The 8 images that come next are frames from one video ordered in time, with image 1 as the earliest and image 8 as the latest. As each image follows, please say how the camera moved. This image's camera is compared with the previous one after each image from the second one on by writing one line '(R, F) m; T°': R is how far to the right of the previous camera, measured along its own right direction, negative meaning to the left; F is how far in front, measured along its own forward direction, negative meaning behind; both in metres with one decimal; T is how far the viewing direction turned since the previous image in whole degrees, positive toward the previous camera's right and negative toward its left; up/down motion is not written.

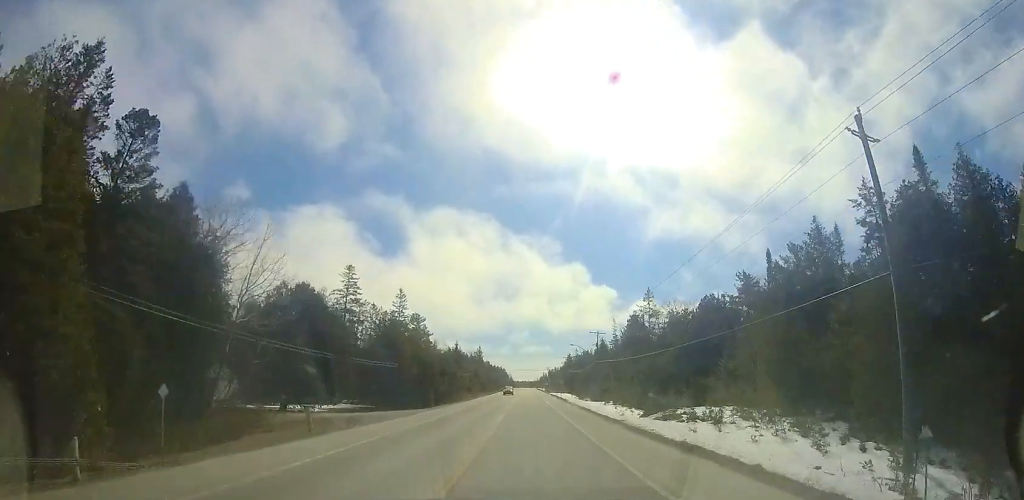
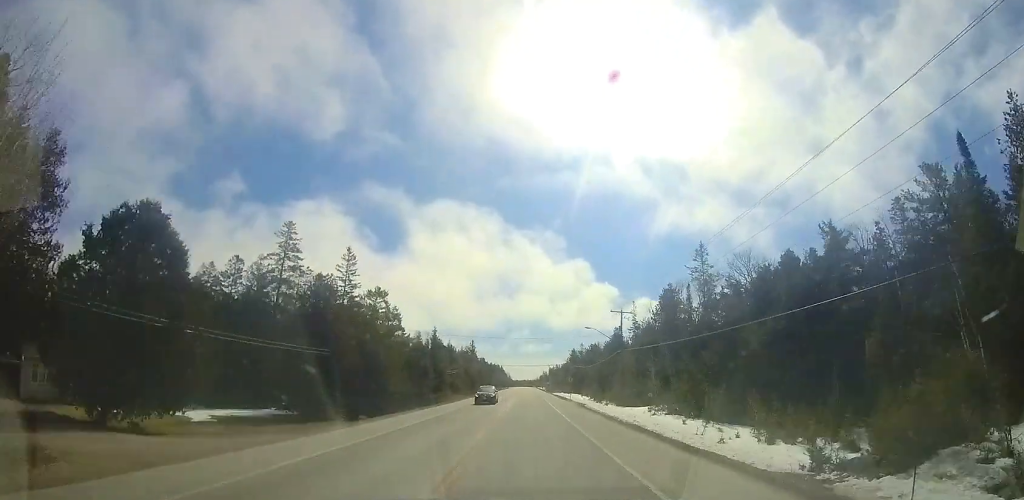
(+0.1, +16.4) m; +1°
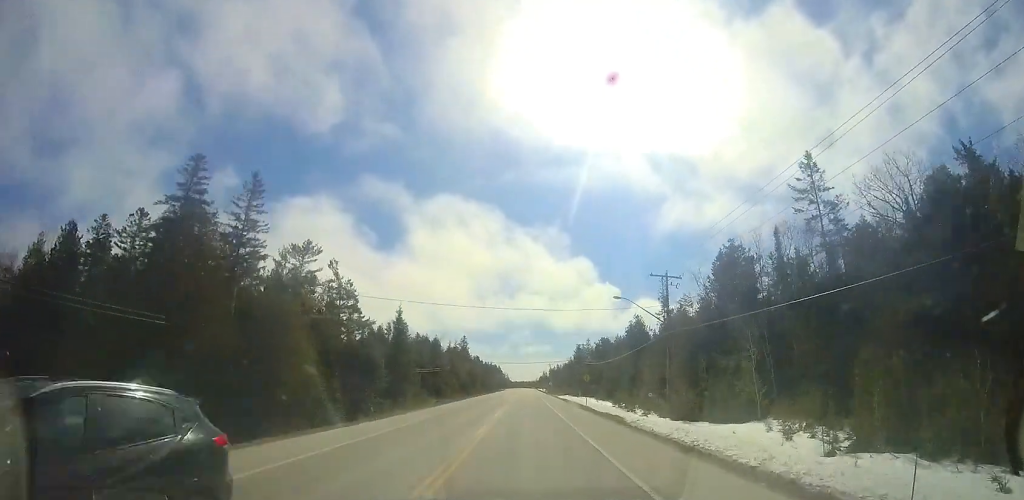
(+0.1, +15.2) m; 0°
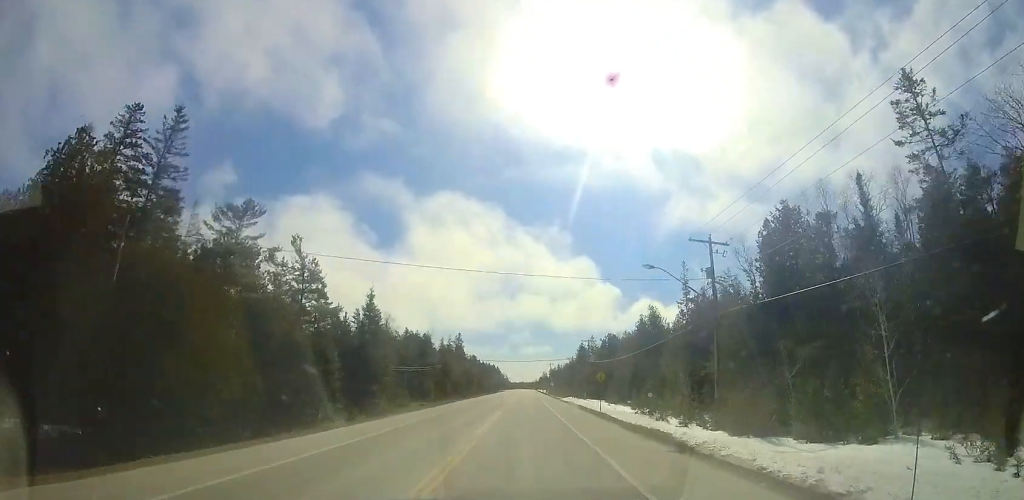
(-0.1, +7.6) m; 0°
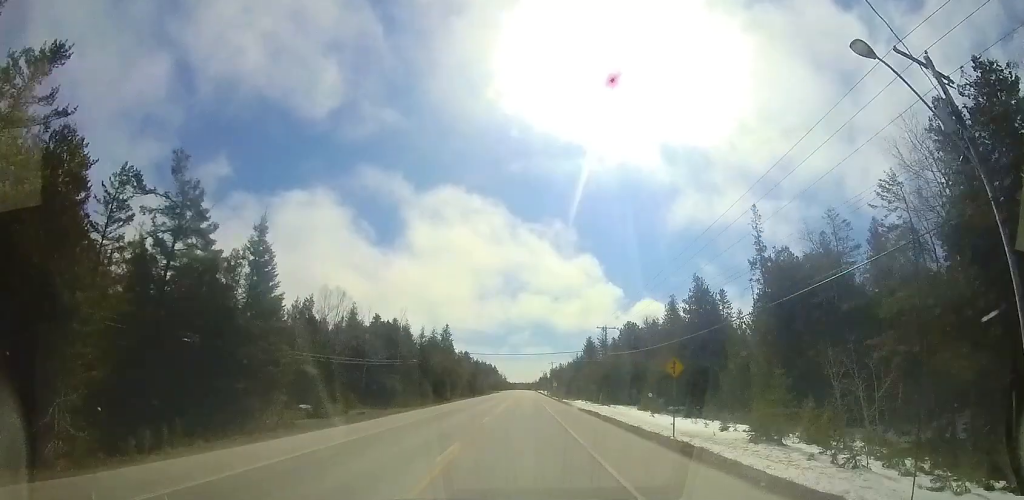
(+0.1, +15.2) m; 0°
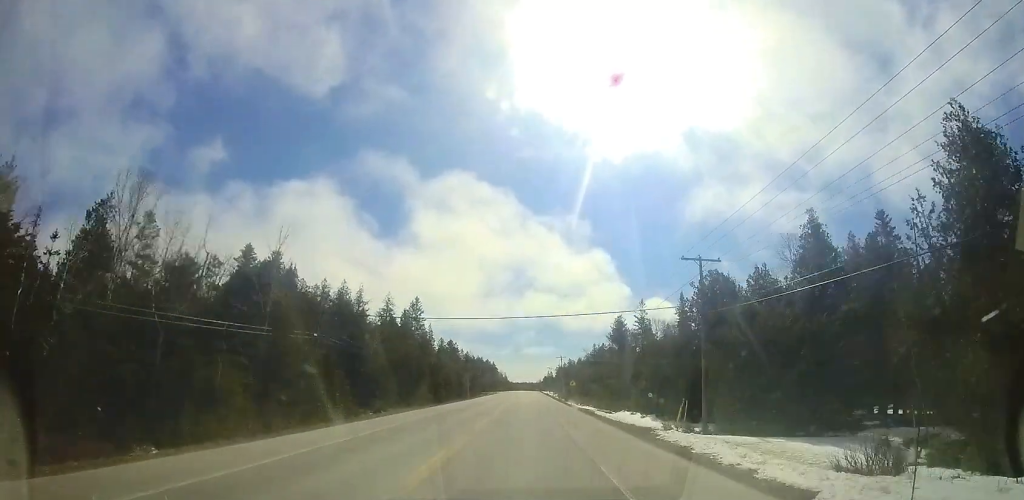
(-0.3, +27.9) m; -1°
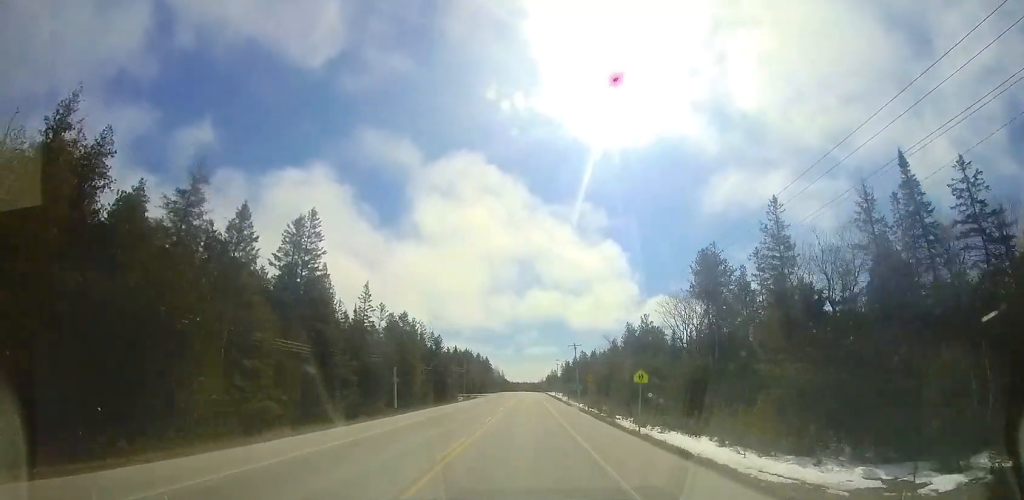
(+0.1, +33.0) m; +1°
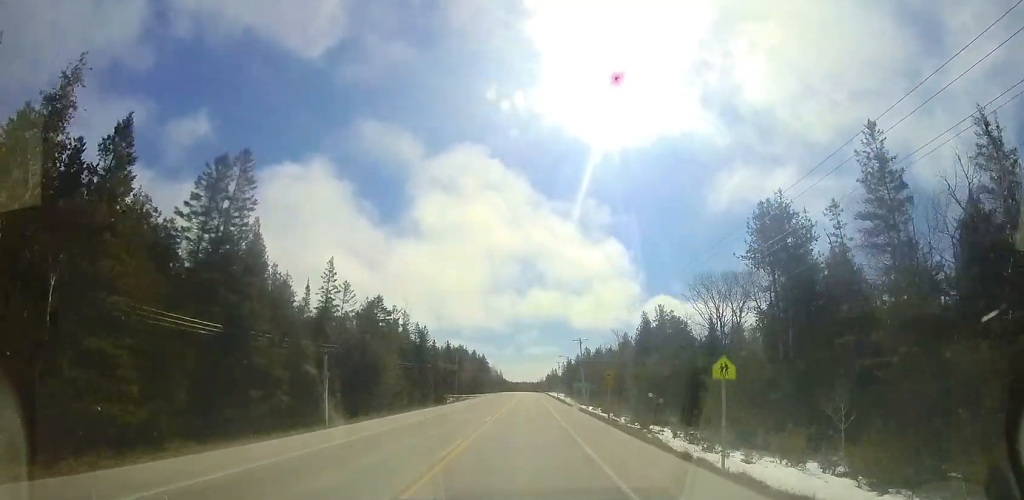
(+0.2, +9.5) m; -1°
